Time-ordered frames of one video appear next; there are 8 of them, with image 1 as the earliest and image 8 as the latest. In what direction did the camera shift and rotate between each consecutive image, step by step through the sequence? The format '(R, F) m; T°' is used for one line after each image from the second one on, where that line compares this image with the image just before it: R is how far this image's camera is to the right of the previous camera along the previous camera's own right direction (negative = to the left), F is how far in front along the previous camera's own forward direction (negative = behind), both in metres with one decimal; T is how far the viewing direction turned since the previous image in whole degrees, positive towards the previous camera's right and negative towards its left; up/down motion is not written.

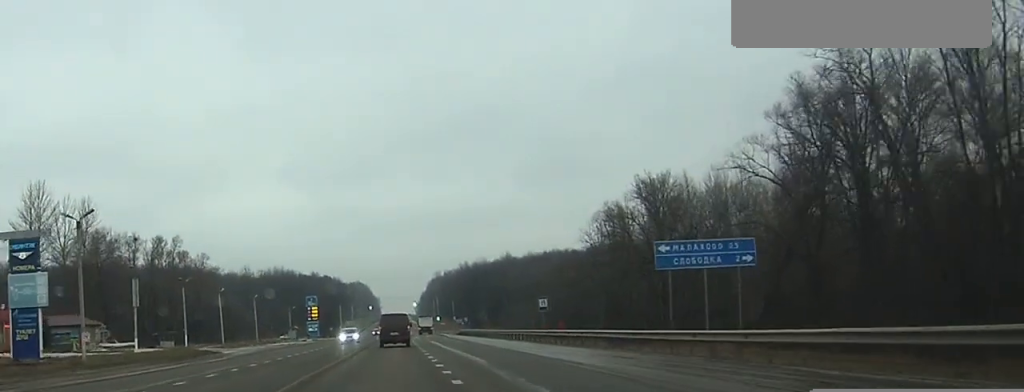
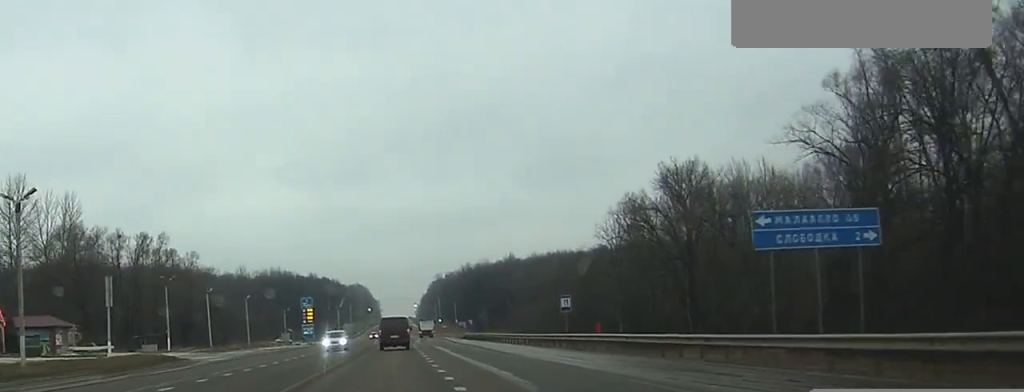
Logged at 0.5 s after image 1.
(0.0, +9.2) m; 0°
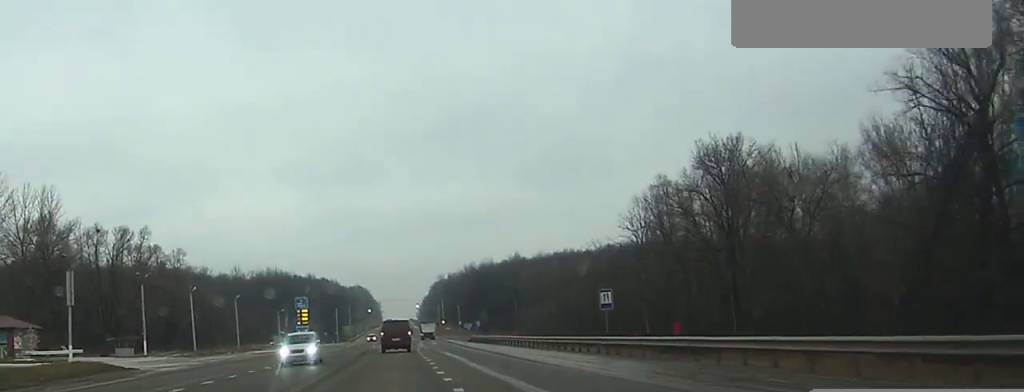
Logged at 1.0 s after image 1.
(0.0, +11.2) m; 0°
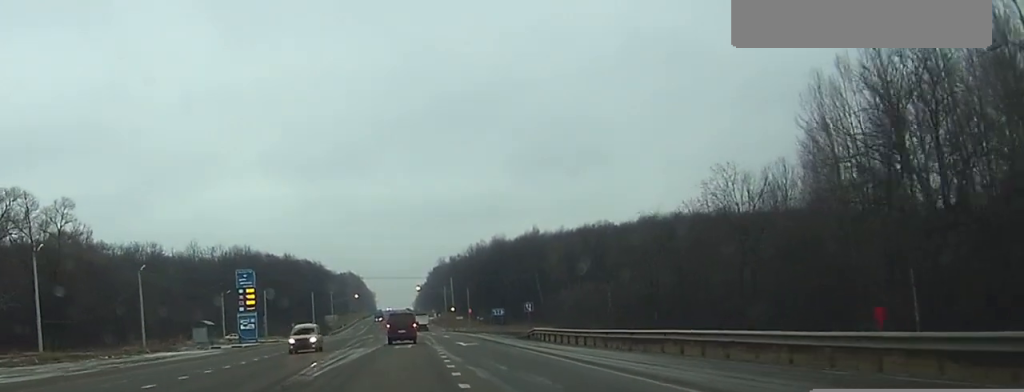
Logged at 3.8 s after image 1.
(+0.1, +53.0) m; 0°
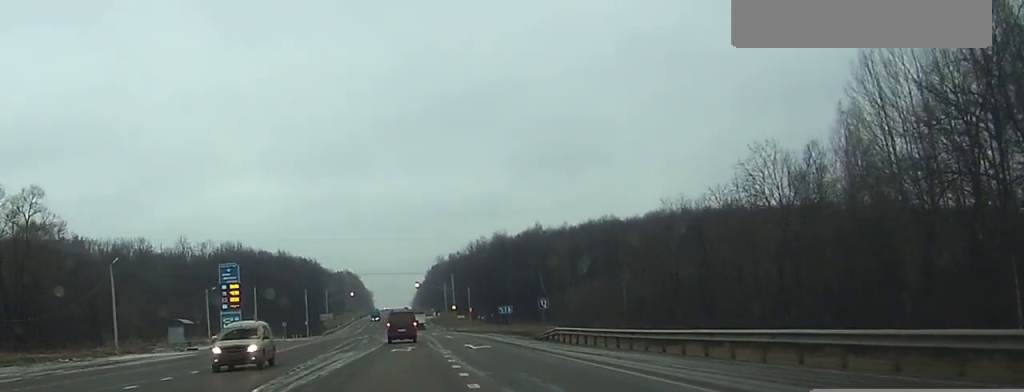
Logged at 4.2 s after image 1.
(0.0, +8.8) m; 0°
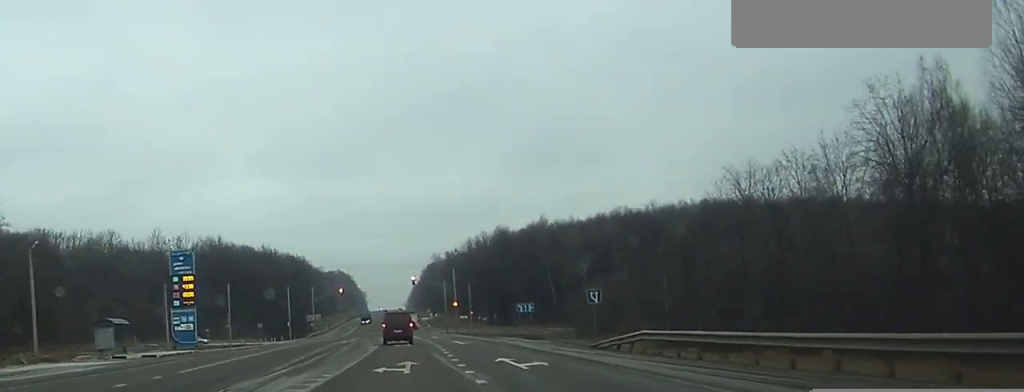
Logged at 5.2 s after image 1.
(0.0, +18.3) m; 0°
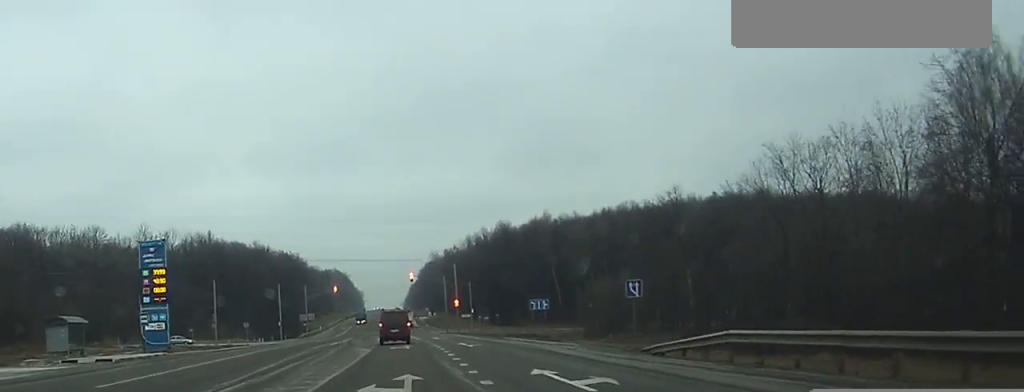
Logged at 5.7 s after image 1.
(0.0, +8.2) m; 0°
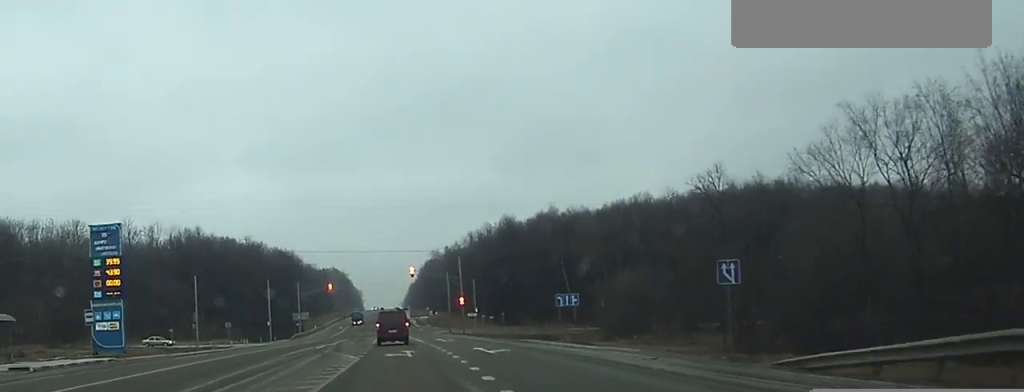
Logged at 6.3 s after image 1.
(0.0, +11.1) m; 0°
